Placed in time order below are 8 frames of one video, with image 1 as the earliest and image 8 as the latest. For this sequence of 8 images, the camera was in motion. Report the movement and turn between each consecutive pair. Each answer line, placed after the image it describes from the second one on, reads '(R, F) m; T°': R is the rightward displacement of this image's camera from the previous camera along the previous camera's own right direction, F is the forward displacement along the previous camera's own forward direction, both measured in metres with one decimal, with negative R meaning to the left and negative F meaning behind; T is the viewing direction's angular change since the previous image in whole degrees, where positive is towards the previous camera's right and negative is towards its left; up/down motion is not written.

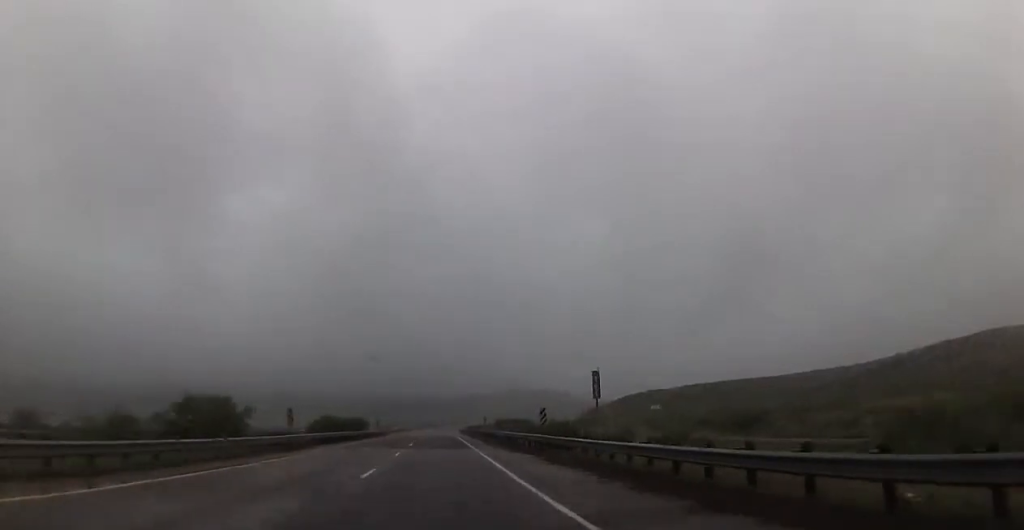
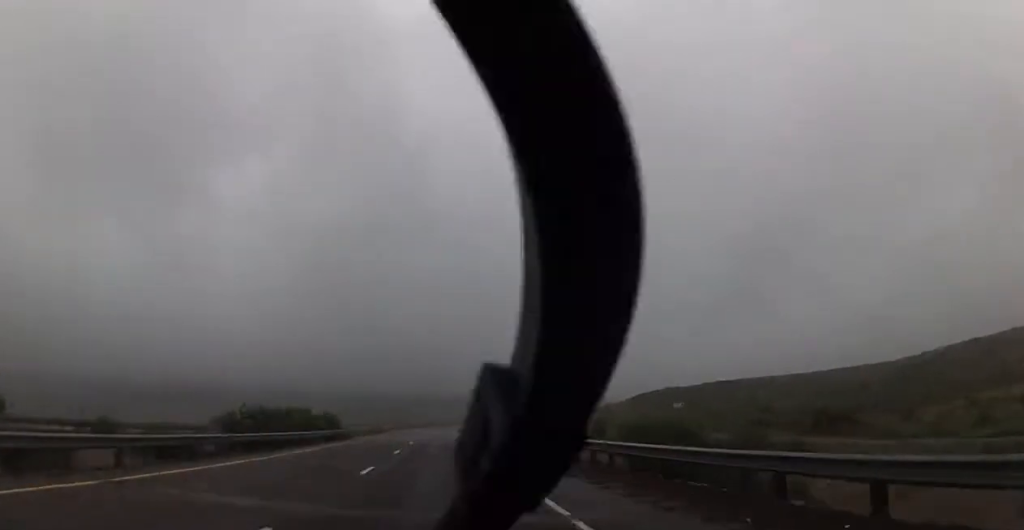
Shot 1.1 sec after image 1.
(-0.2, +36.3) m; -1°
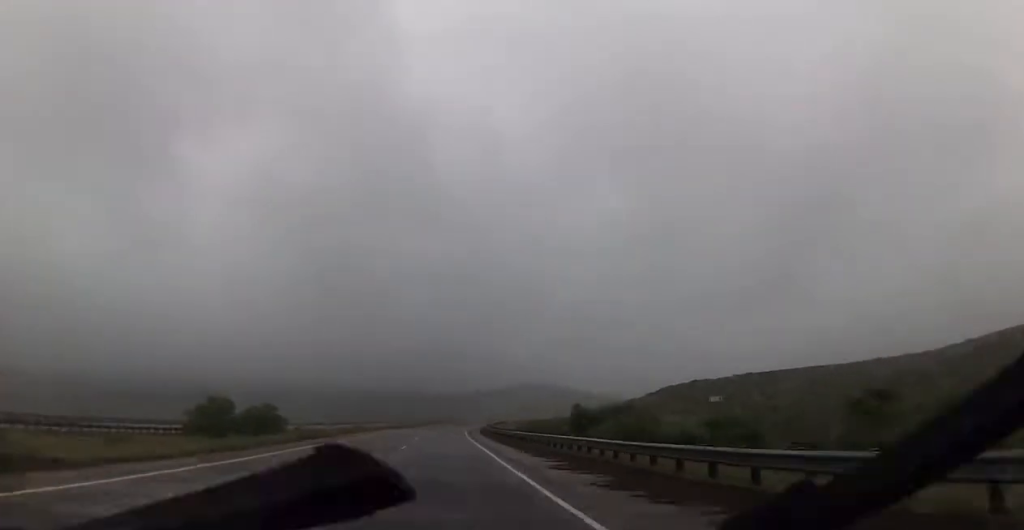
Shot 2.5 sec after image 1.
(-0.1, +48.5) m; +1°
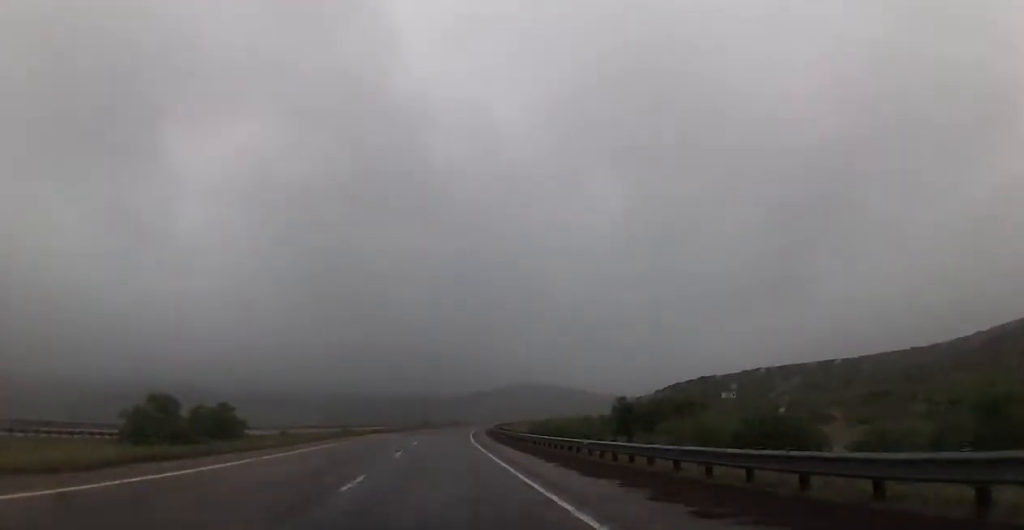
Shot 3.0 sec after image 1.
(-0.1, +16.9) m; +1°
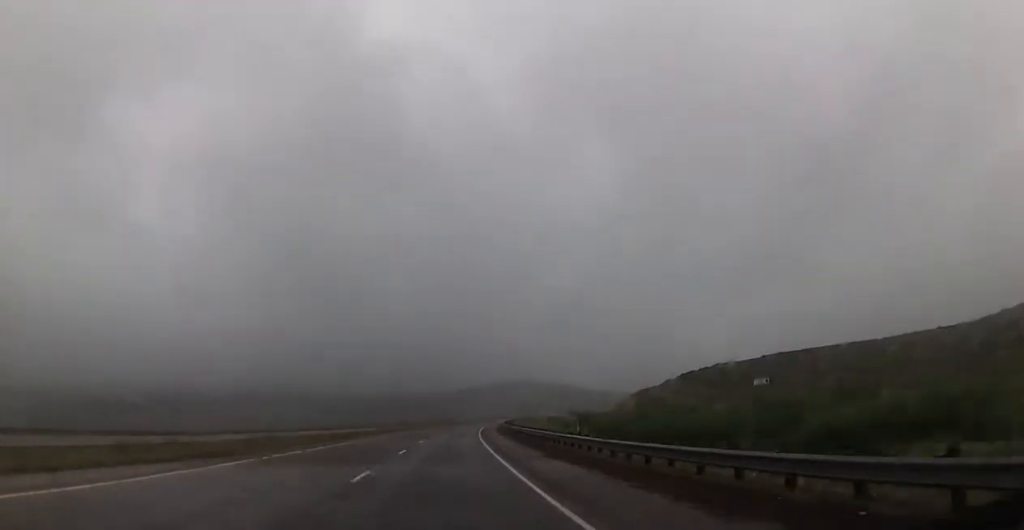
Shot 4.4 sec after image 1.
(+0.4, +47.4) m; 0°
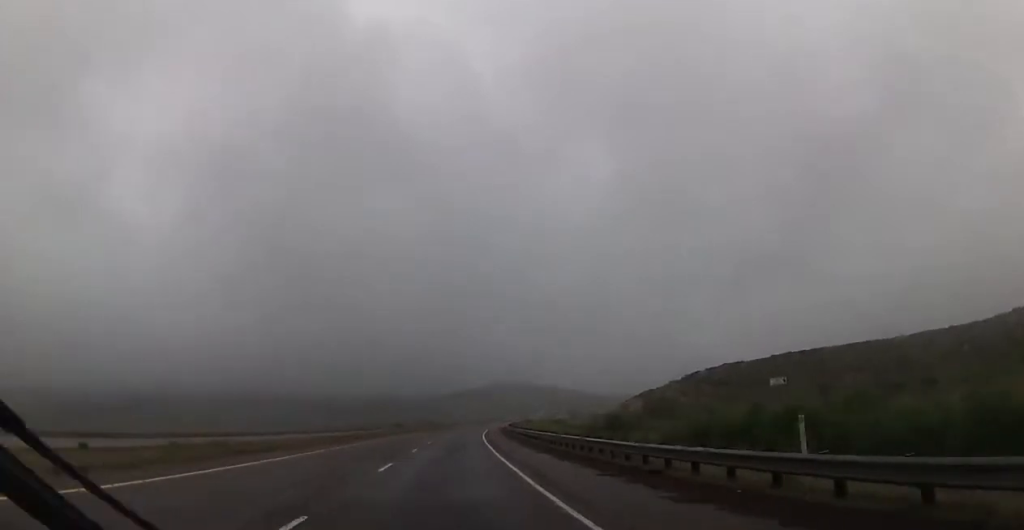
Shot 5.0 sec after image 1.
(-0.4, +20.3) m; 0°
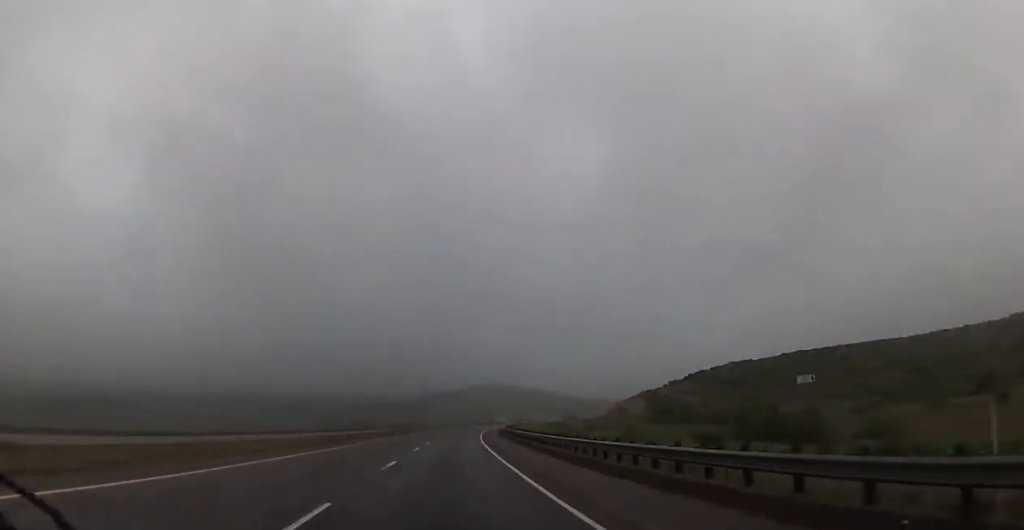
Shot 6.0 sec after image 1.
(+1.0, +34.9) m; +2°
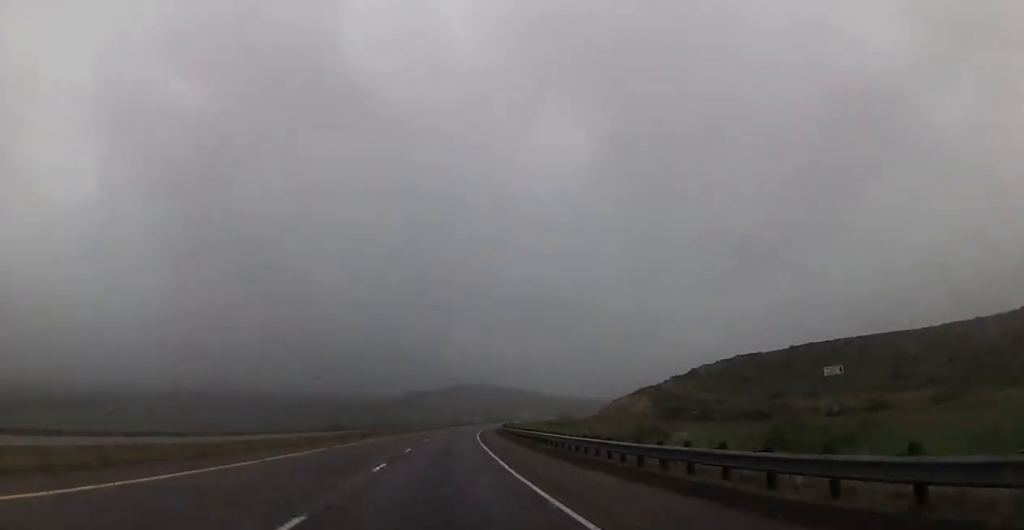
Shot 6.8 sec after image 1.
(+0.1, +26.0) m; +1°
